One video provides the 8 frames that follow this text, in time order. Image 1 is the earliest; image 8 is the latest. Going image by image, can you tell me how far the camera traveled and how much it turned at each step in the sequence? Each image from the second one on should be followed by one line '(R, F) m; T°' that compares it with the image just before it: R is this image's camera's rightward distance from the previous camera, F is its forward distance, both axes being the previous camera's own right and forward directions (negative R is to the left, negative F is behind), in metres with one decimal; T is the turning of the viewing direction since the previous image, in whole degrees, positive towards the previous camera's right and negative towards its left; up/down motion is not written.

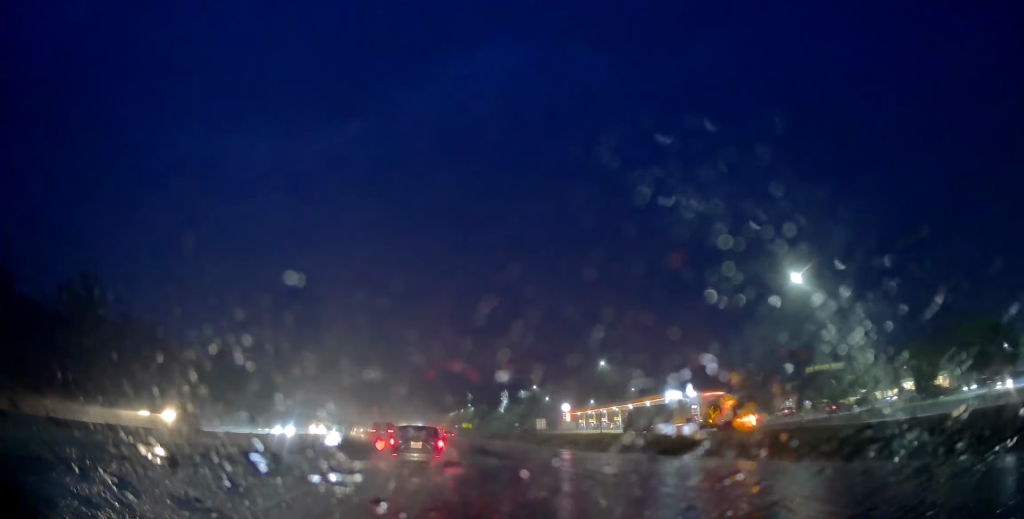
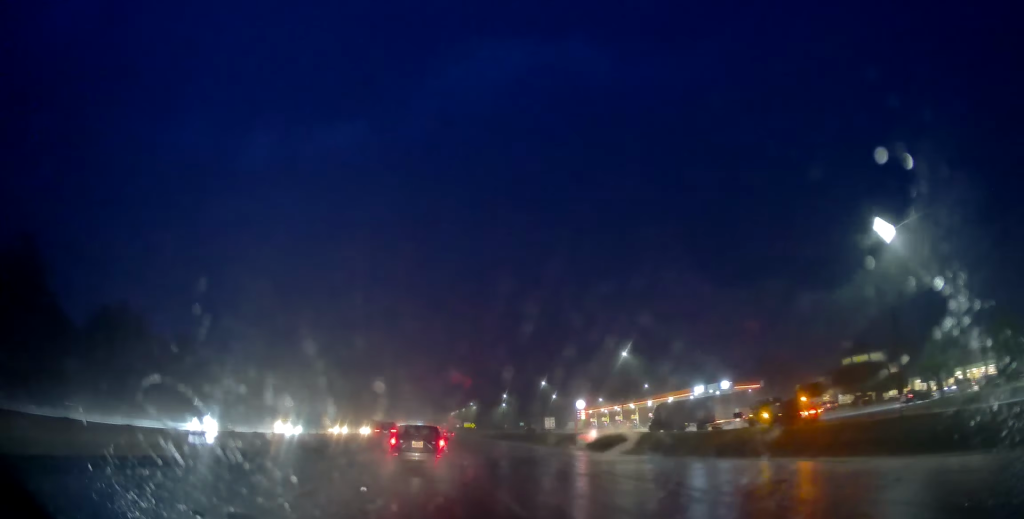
(-0.1, +11.2) m; -1°
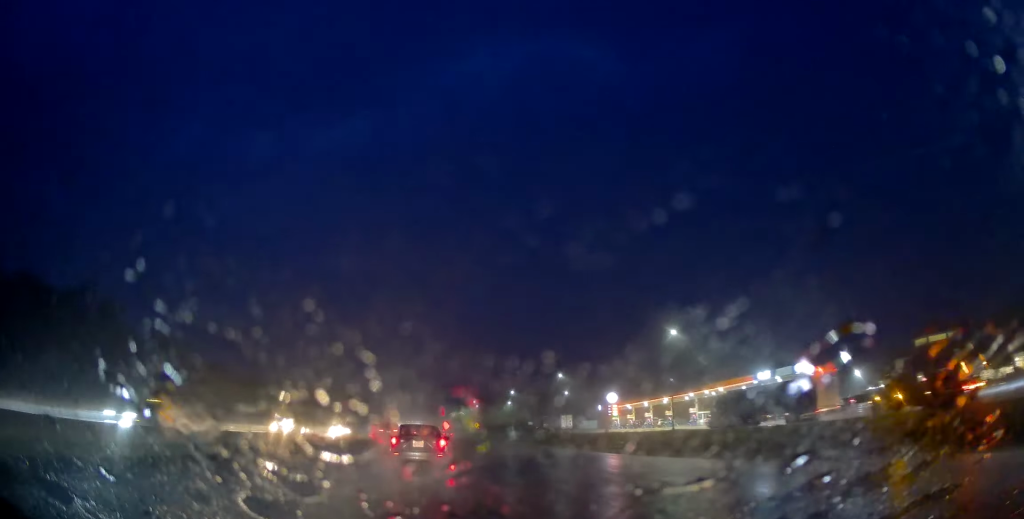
(-0.4, +18.8) m; 0°
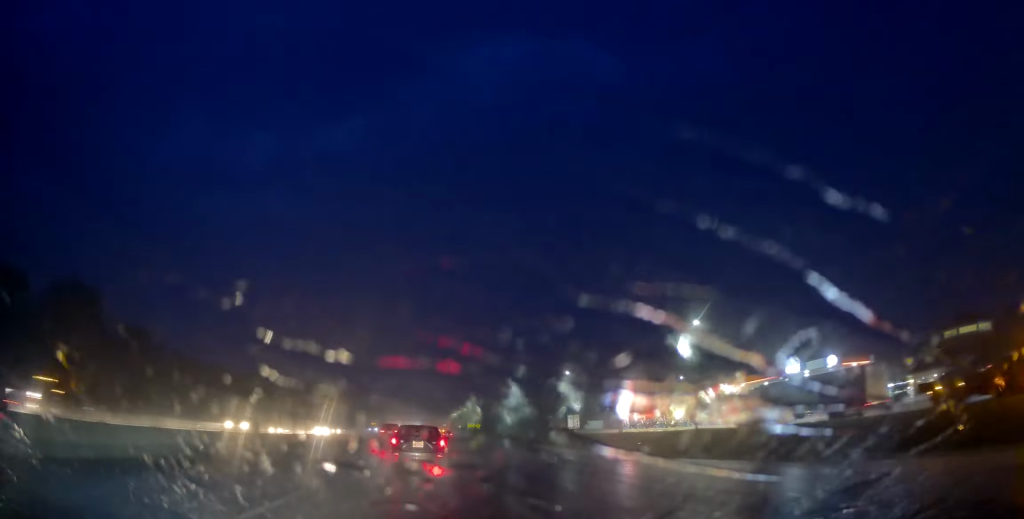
(0.0, +6.5) m; 0°
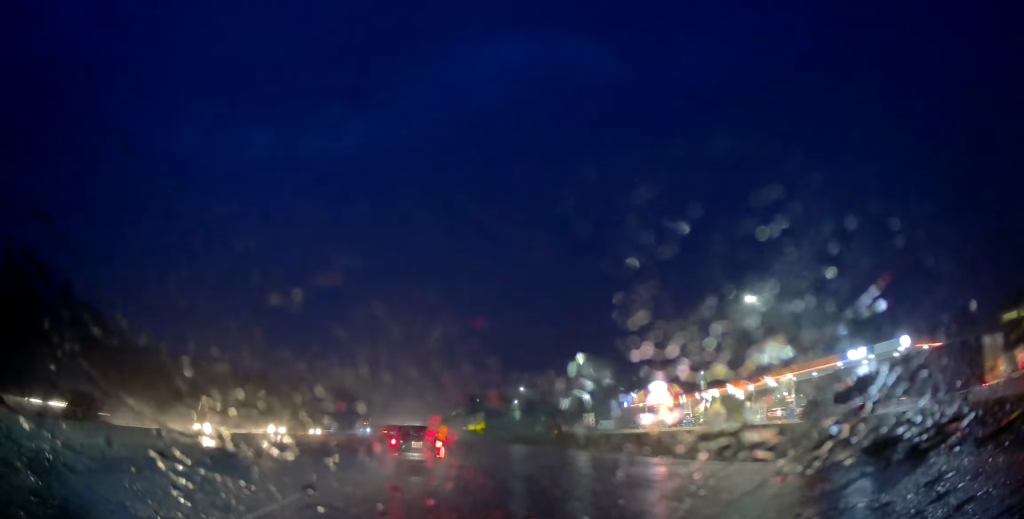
(+0.4, +11.8) m; 0°
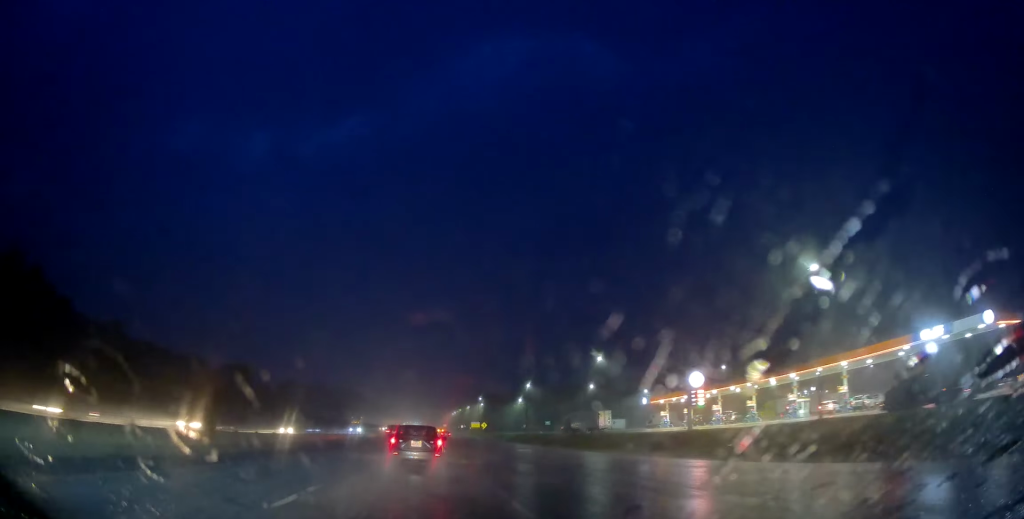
(-0.4, +10.8) m; 0°
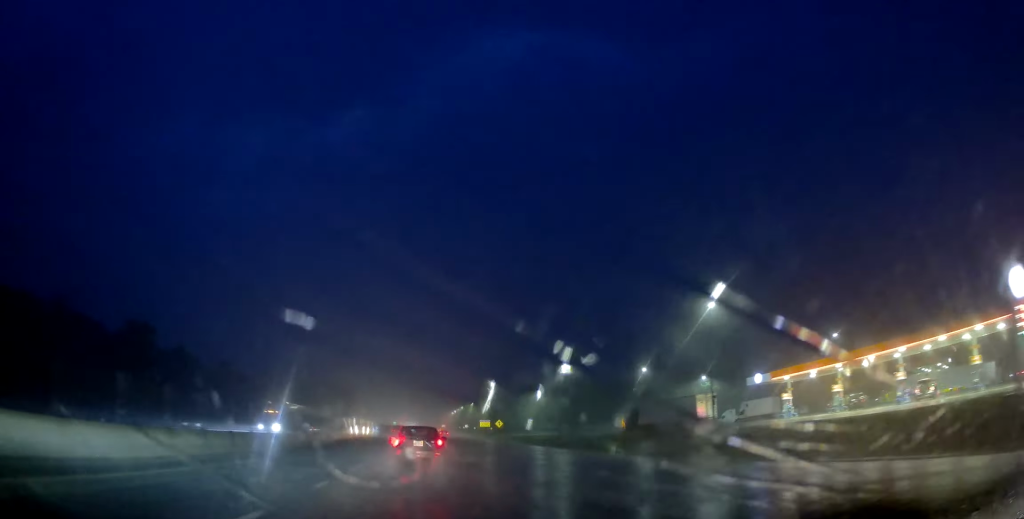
(0.0, +39.6) m; 0°
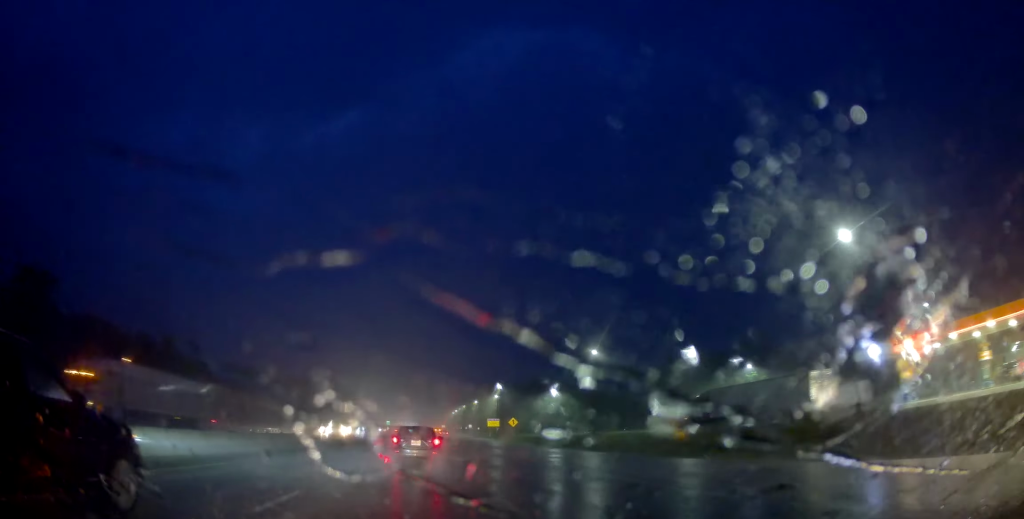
(+0.2, +21.3) m; -1°
